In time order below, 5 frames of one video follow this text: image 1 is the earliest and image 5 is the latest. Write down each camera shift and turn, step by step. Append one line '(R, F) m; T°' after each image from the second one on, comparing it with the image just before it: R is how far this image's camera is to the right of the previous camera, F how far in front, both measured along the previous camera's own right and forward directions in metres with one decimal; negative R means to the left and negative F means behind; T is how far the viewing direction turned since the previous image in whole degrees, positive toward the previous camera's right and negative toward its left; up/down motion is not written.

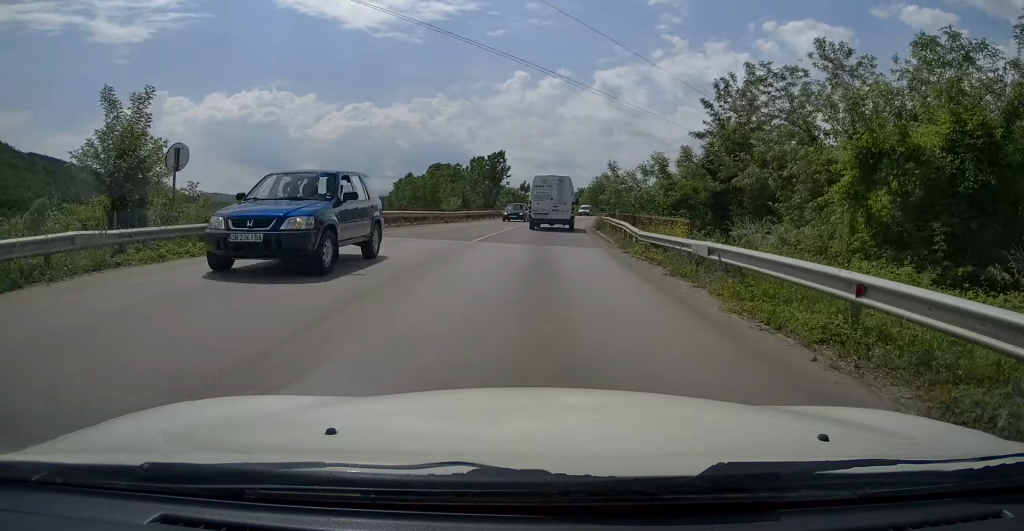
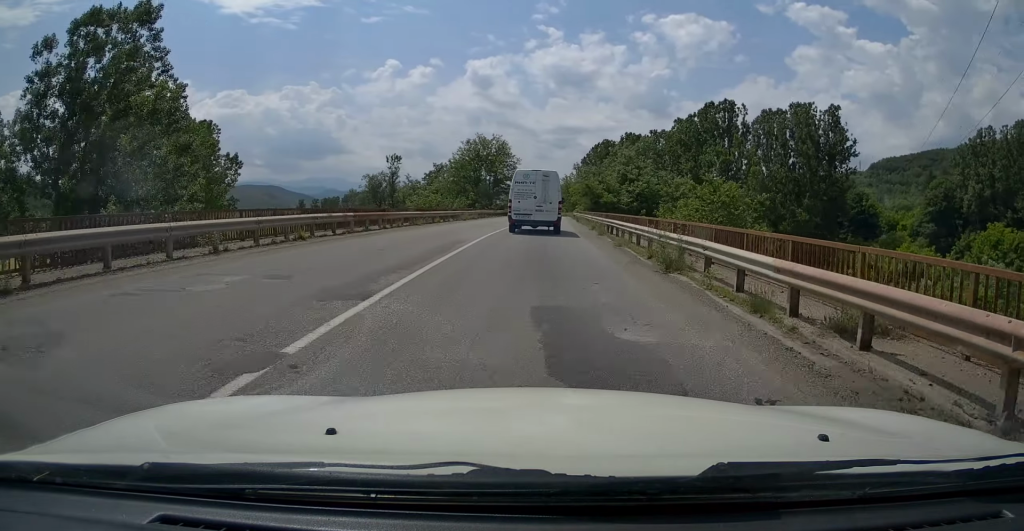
(+7.2, +77.5) m; +12°
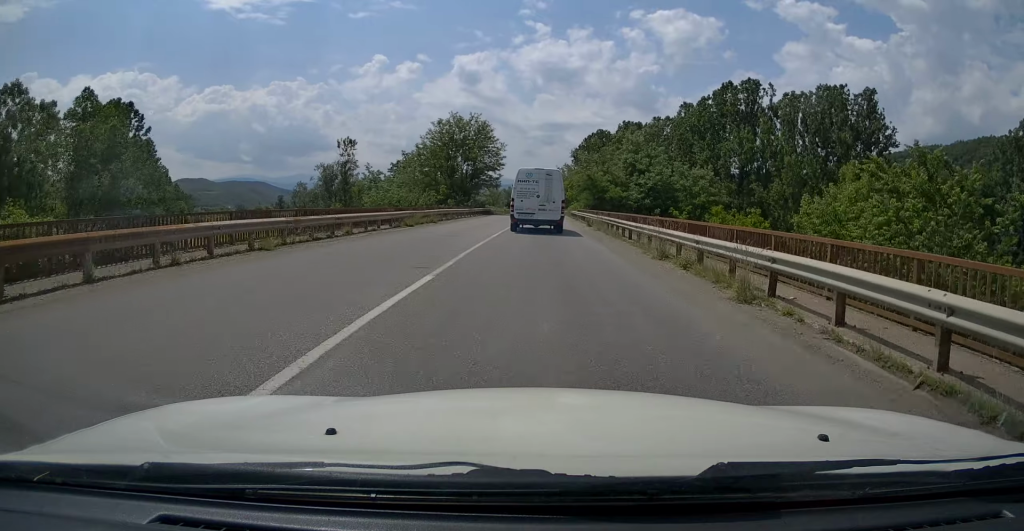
(+0.2, +17.9) m; +2°
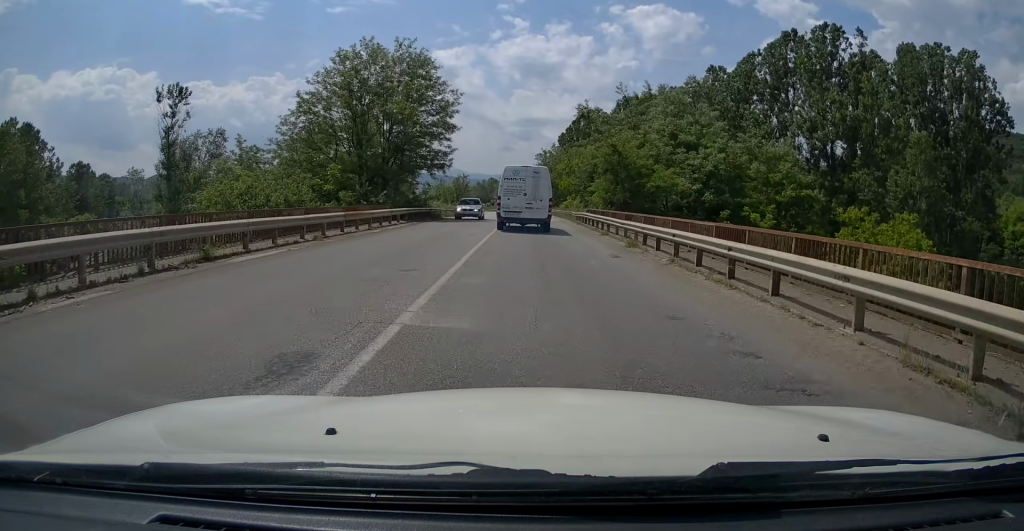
(+1.0, +32.5) m; +3°
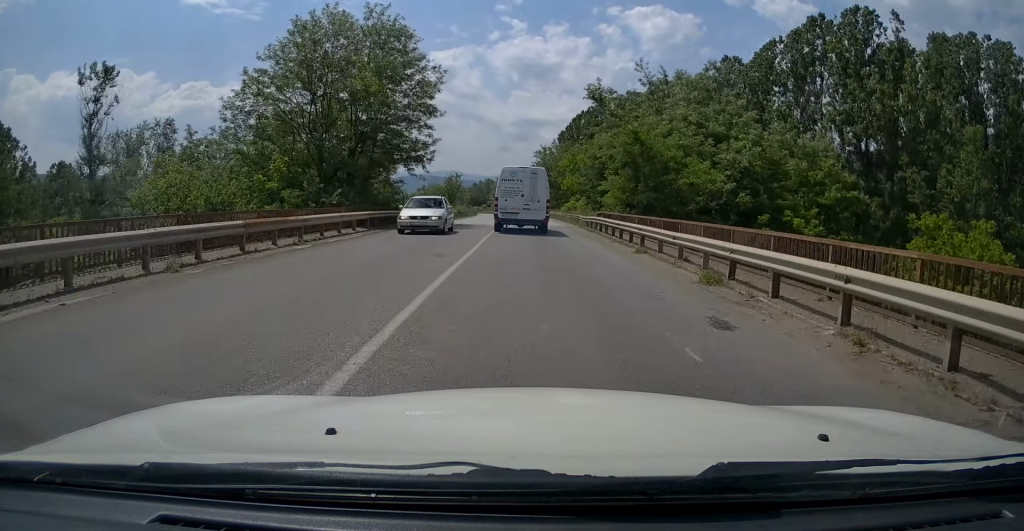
(+0.1, +7.6) m; +1°
